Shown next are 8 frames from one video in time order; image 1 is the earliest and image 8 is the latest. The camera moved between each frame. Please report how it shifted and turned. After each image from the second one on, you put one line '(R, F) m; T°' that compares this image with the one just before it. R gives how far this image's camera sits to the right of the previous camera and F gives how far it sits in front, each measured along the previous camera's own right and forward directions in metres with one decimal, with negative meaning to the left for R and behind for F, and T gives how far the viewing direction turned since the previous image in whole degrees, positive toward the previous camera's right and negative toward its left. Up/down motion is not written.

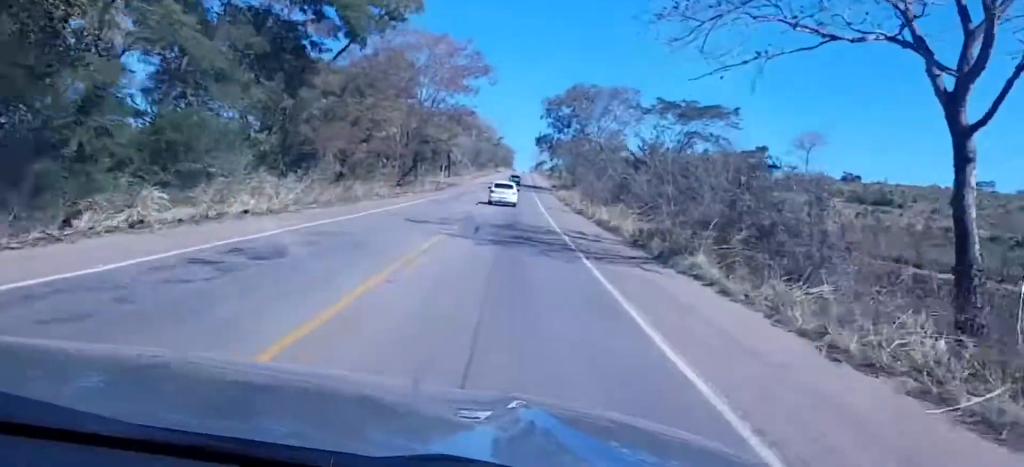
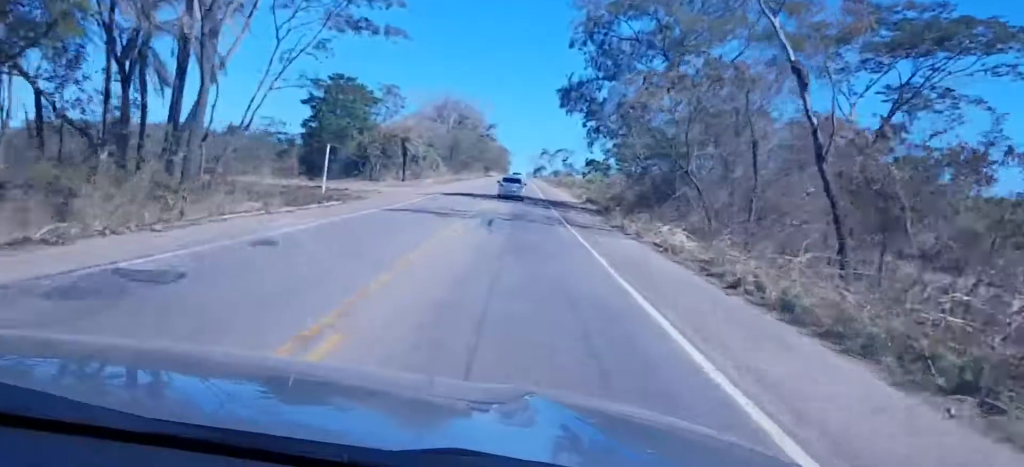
(+0.2, +75.5) m; +1°
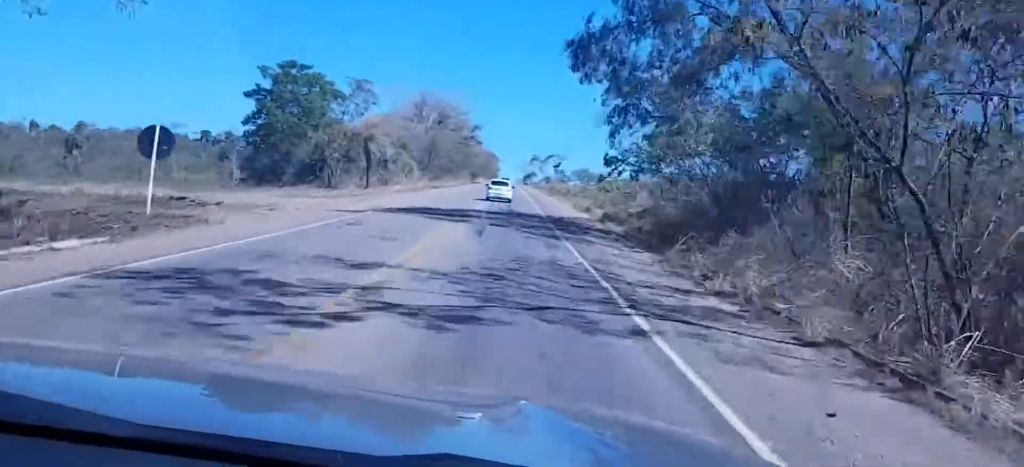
(0.0, +21.7) m; 0°
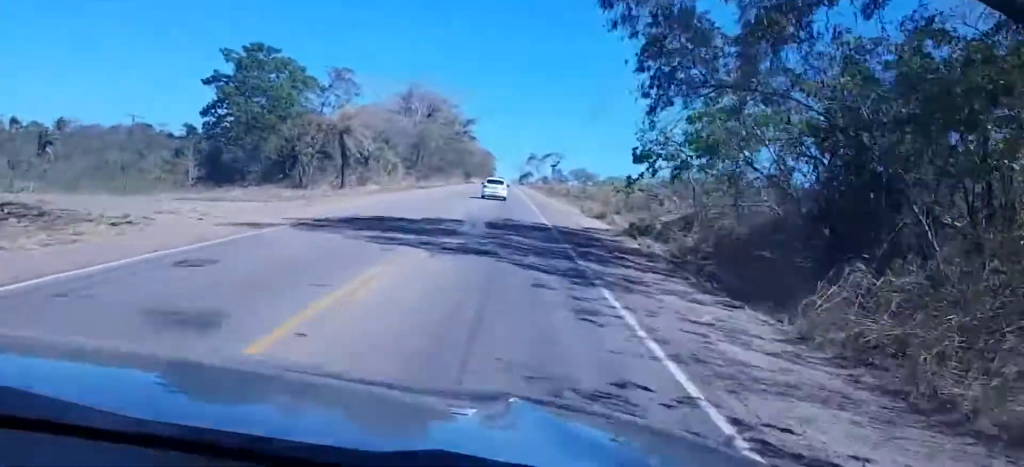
(0.0, +12.5) m; 0°
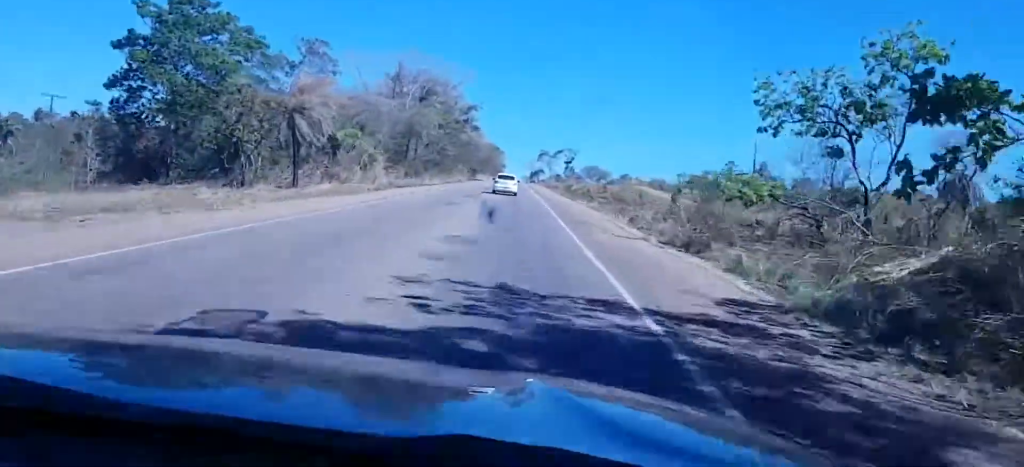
(0.0, +22.5) m; 0°
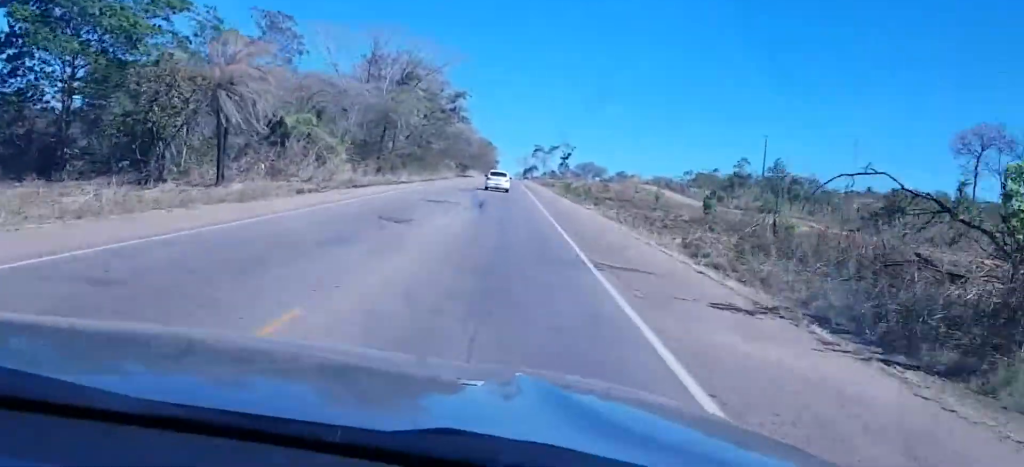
(0.0, +14.6) m; 0°
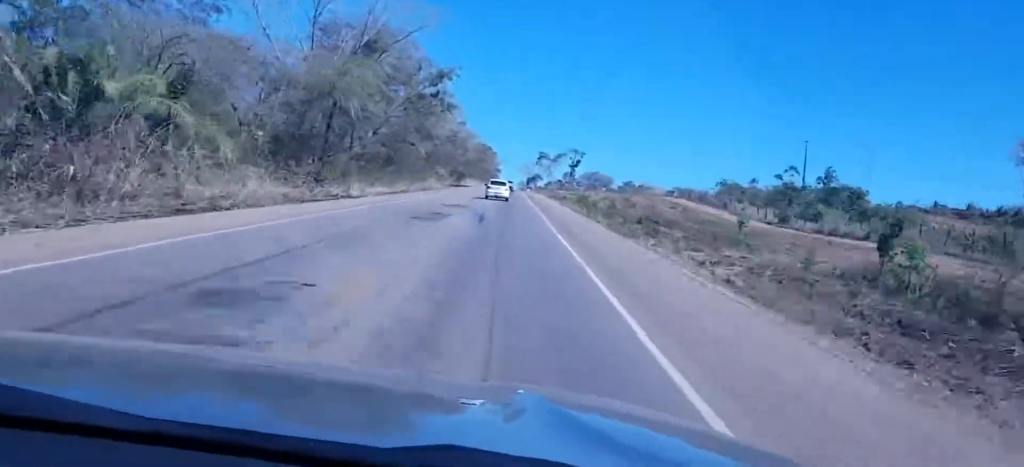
(-0.2, +26.8) m; 0°
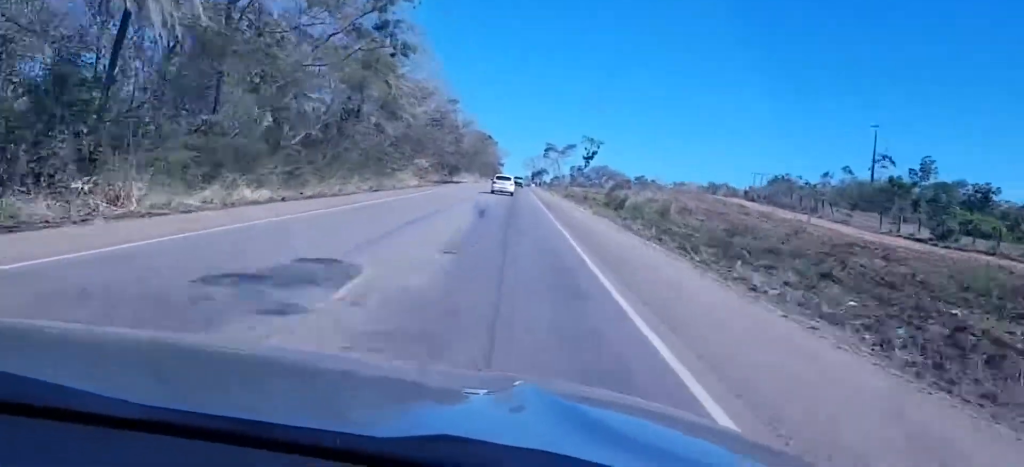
(+0.3, +33.1) m; +1°
